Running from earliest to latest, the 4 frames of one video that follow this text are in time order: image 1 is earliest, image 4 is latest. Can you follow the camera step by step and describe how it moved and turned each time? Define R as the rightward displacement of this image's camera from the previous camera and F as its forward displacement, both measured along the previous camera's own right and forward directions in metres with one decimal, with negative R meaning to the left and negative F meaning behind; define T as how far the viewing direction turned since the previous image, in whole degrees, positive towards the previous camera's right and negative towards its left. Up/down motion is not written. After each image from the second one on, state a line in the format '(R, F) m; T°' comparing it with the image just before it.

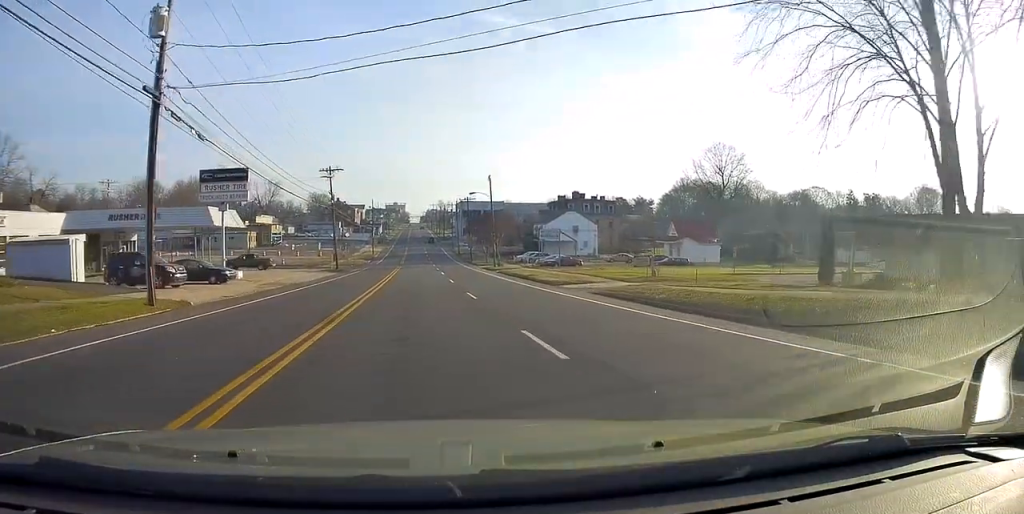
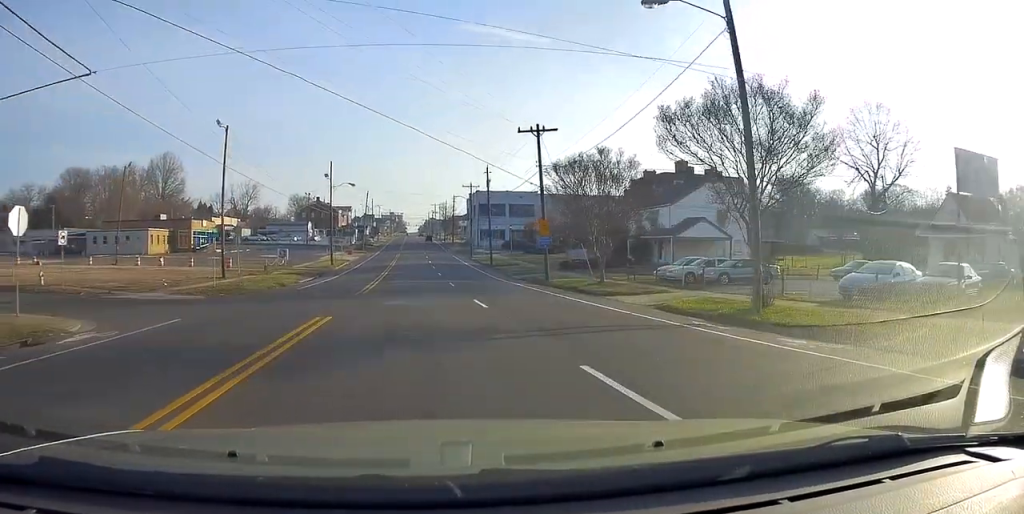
(-0.5, +52.9) m; 0°
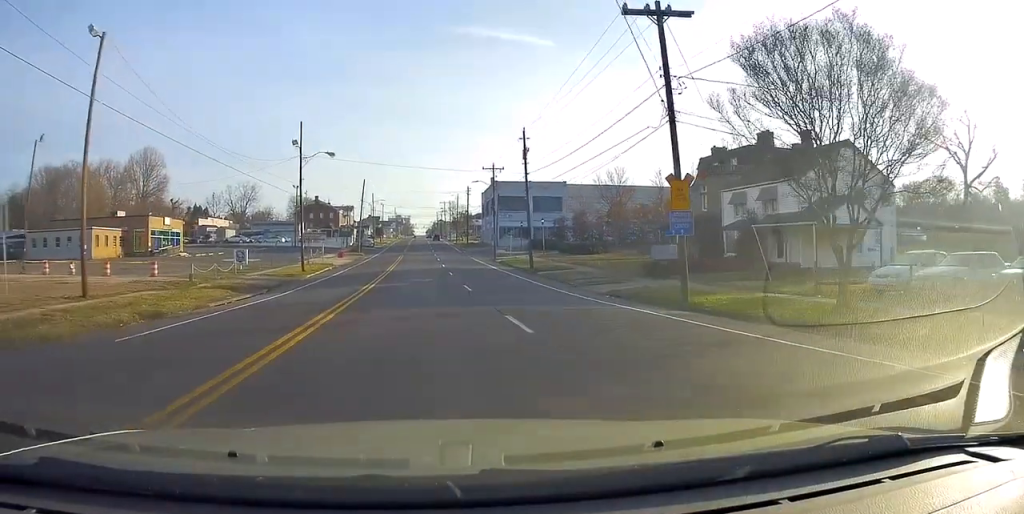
(+0.3, +18.7) m; 0°
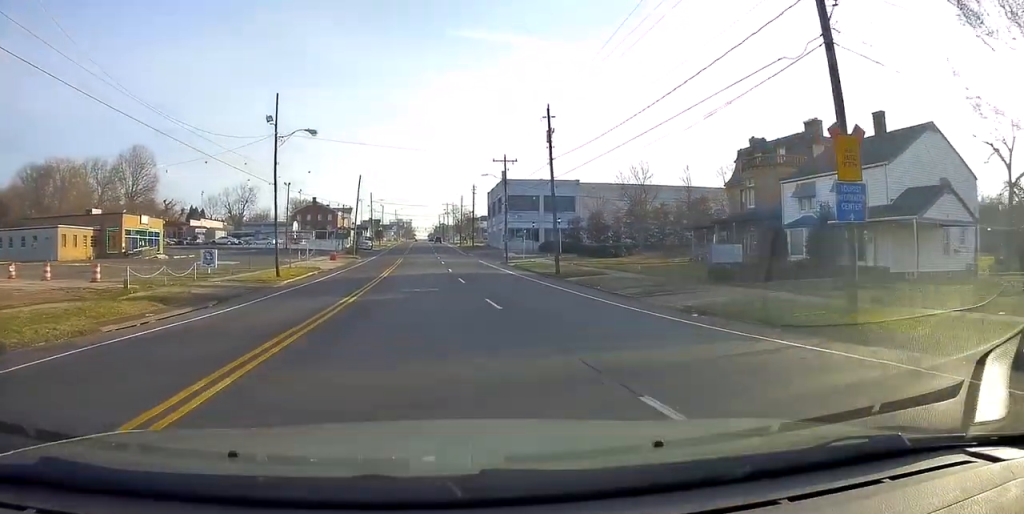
(+0.2, +8.0) m; 0°
